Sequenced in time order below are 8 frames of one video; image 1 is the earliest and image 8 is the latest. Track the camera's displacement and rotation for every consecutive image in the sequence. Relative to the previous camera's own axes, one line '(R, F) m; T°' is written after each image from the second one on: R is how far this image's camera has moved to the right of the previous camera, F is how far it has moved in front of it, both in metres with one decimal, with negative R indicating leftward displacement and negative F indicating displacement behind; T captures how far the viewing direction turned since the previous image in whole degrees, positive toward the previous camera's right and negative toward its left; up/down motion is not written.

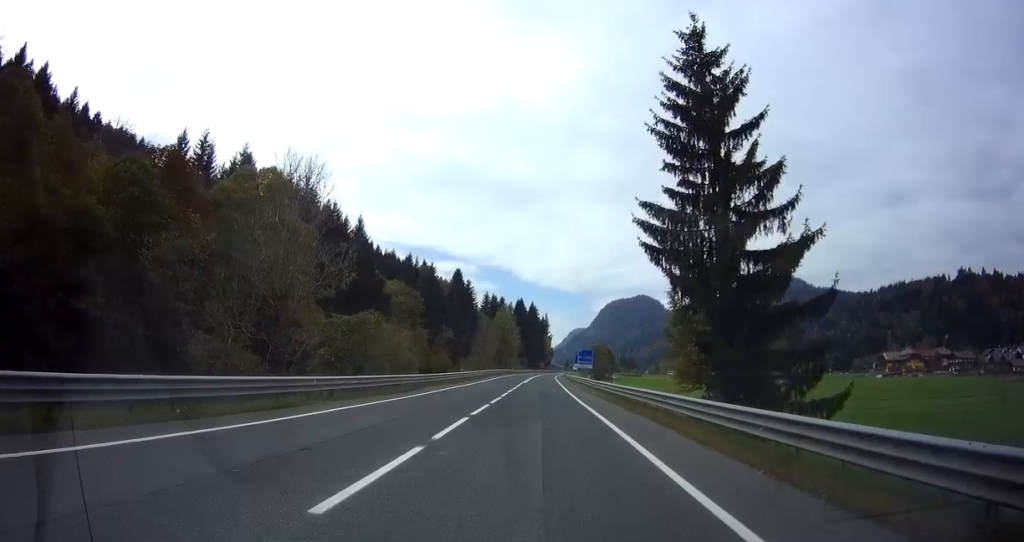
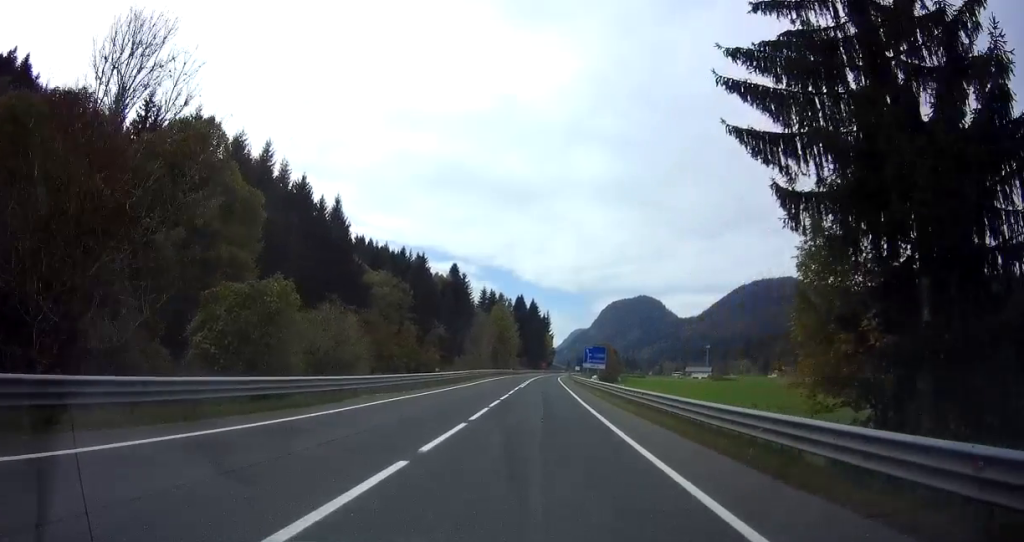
(0.0, +13.9) m; 0°
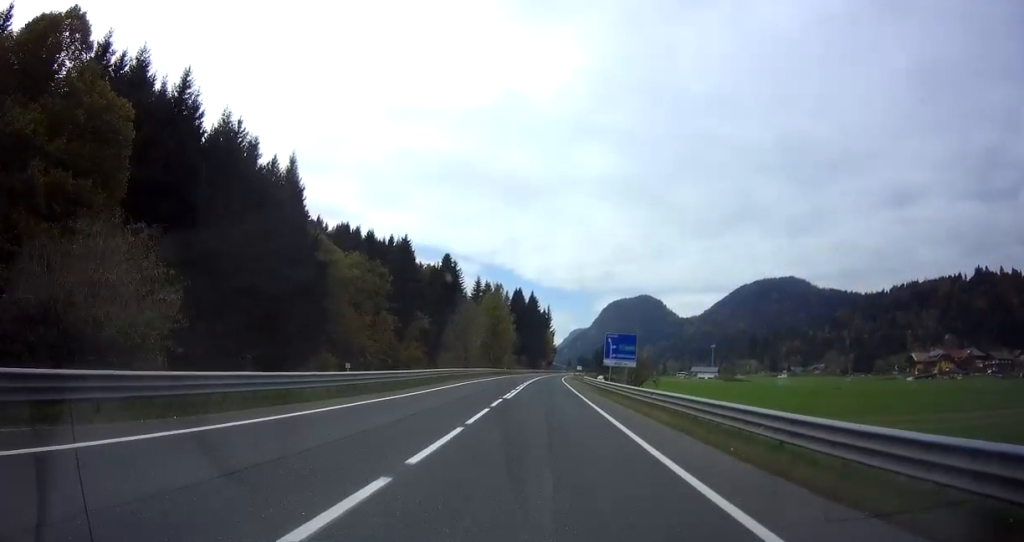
(0.0, +18.9) m; 0°
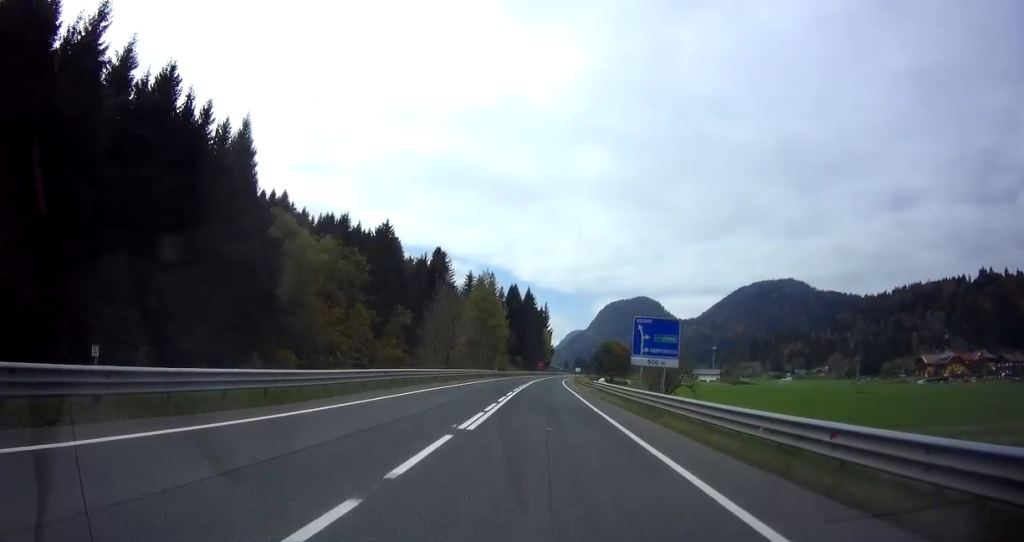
(-0.1, +13.4) m; +1°
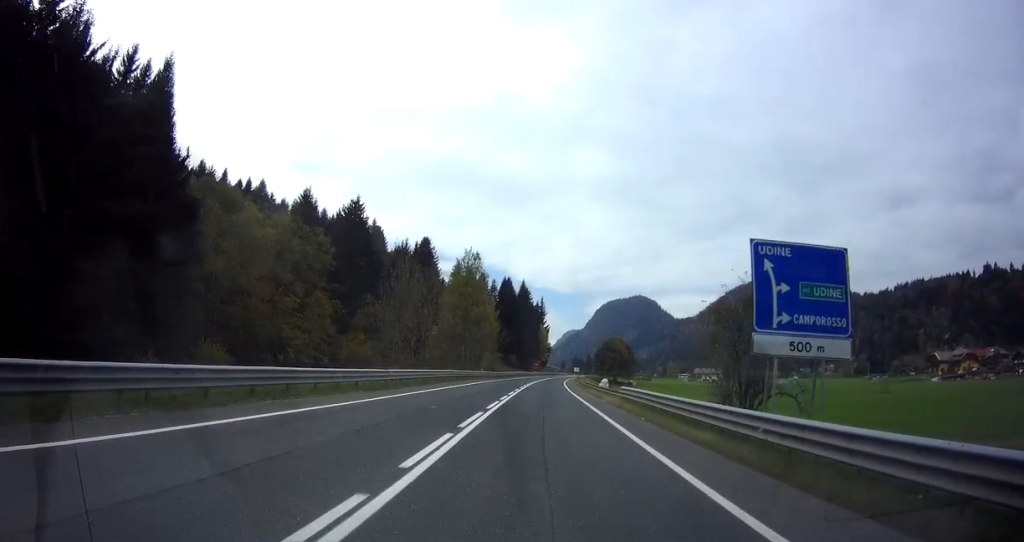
(+0.2, +16.2) m; +1°
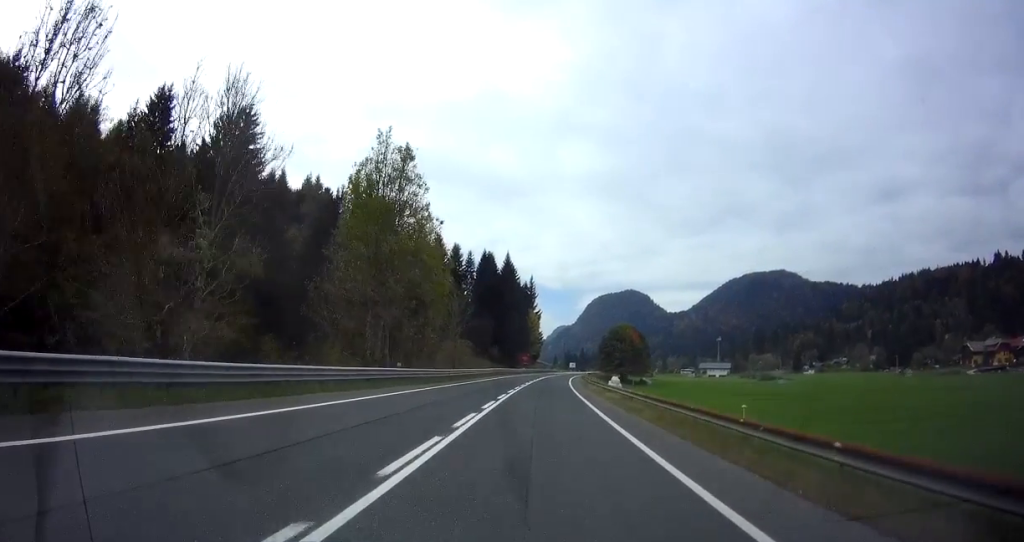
(+0.2, +37.1) m; 0°
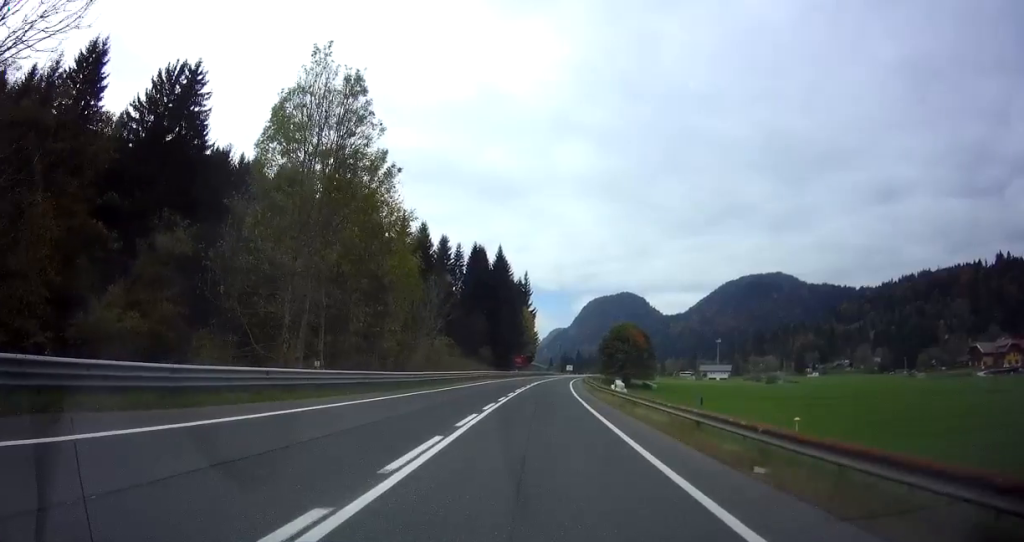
(-0.3, +11.2) m; +1°
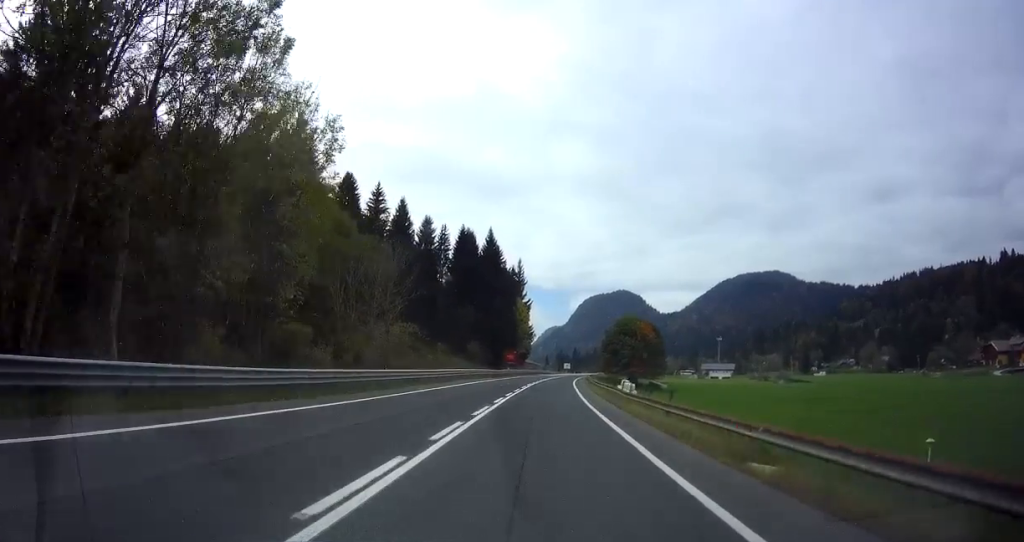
(+0.3, +14.6) m; +1°
